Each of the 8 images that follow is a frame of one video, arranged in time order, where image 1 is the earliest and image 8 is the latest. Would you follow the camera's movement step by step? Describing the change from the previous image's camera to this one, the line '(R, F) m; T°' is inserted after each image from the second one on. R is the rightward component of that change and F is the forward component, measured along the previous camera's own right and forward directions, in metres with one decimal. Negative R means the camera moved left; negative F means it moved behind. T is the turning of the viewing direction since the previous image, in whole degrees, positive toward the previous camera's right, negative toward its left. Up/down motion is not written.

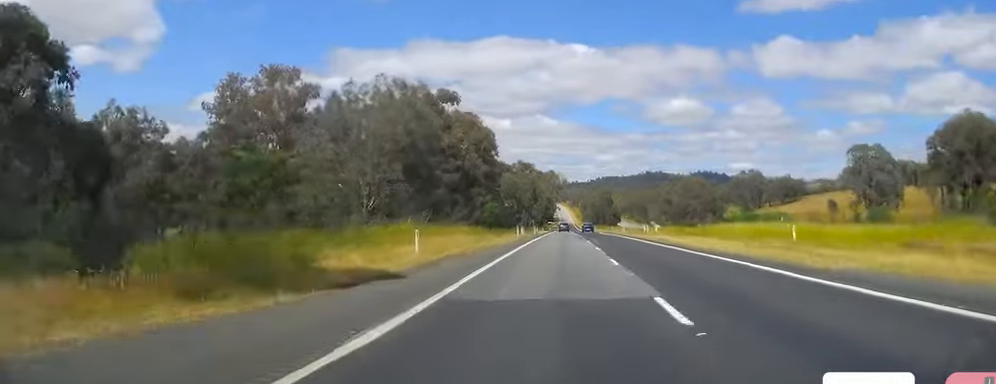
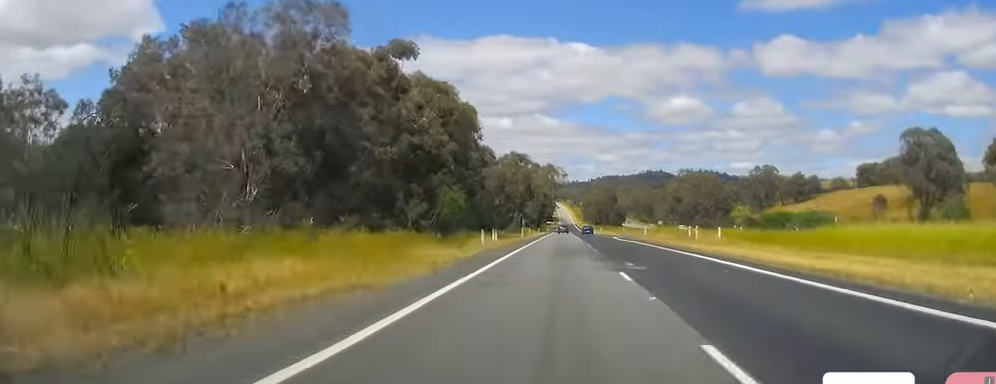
(+0.4, +28.2) m; 0°
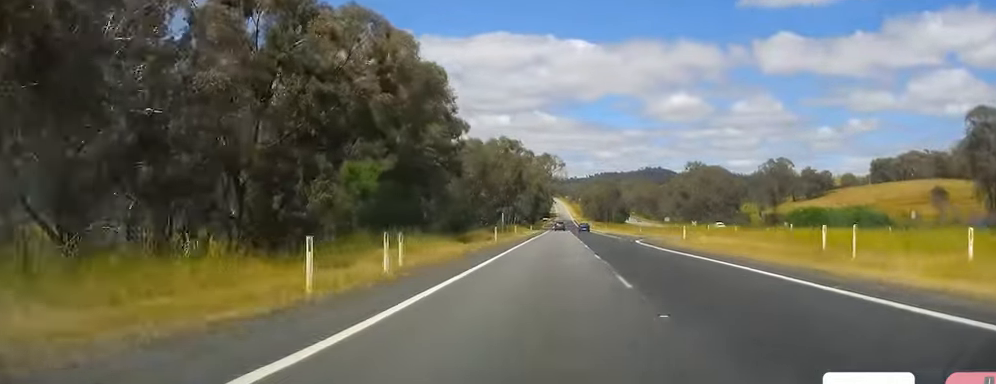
(-0.2, +26.3) m; -1°
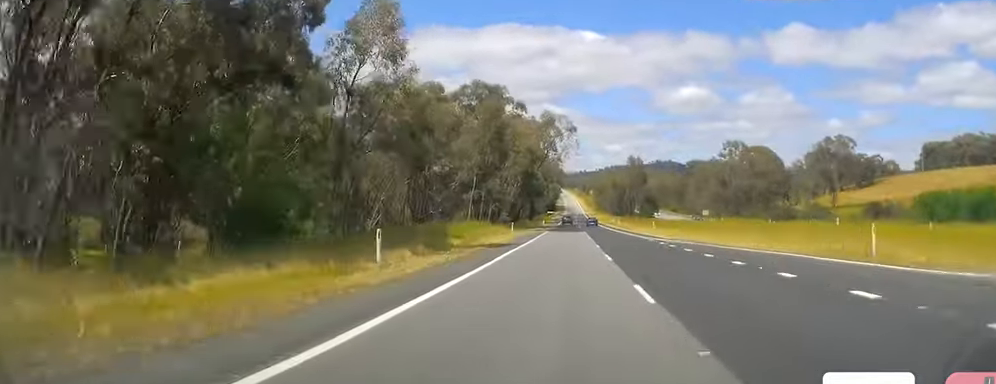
(-0.5, +62.3) m; 0°
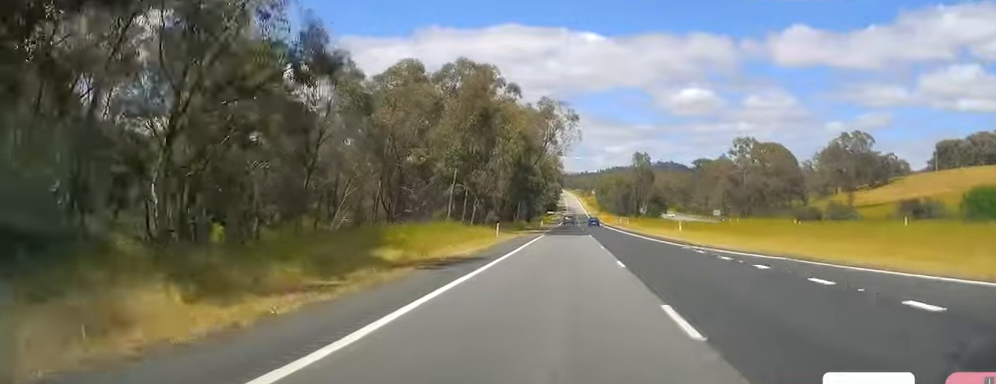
(-0.2, +15.6) m; 0°
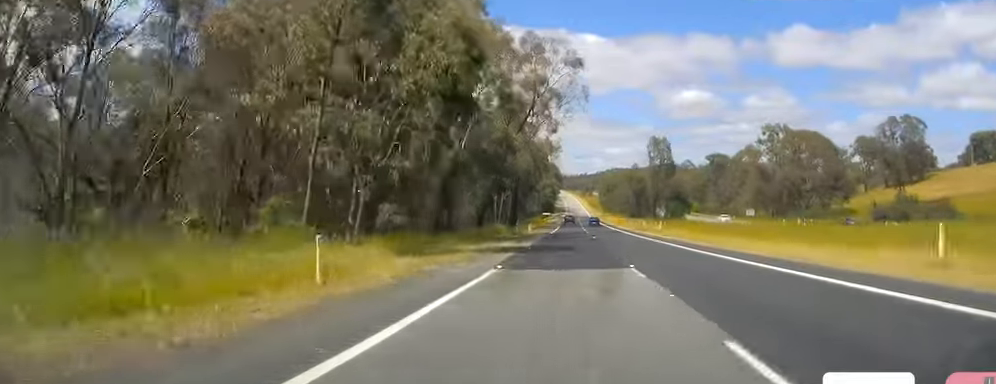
(+0.5, +38.9) m; +1°
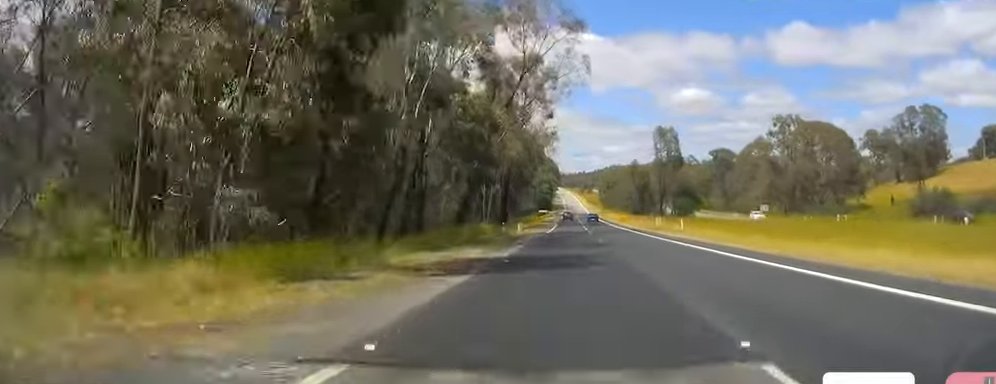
(+0.1, +13.7) m; 0°
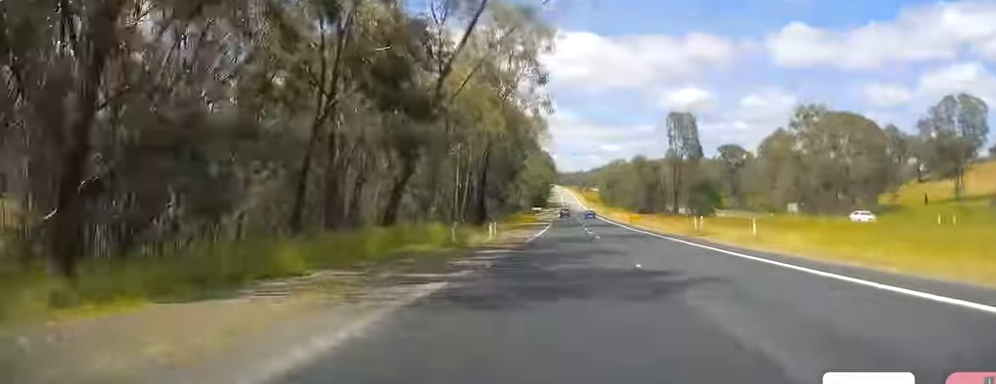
(-0.1, +22.2) m; 0°
